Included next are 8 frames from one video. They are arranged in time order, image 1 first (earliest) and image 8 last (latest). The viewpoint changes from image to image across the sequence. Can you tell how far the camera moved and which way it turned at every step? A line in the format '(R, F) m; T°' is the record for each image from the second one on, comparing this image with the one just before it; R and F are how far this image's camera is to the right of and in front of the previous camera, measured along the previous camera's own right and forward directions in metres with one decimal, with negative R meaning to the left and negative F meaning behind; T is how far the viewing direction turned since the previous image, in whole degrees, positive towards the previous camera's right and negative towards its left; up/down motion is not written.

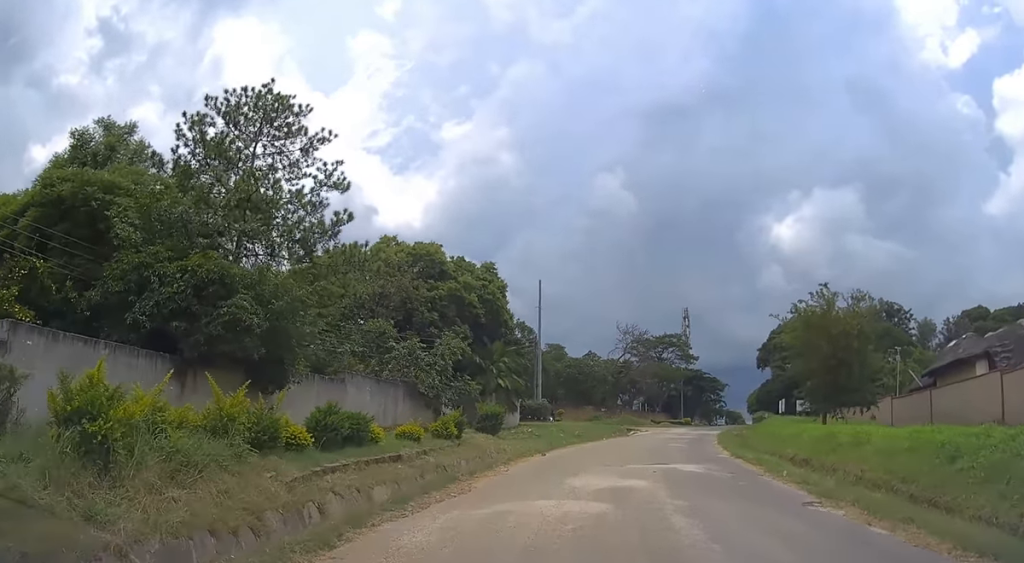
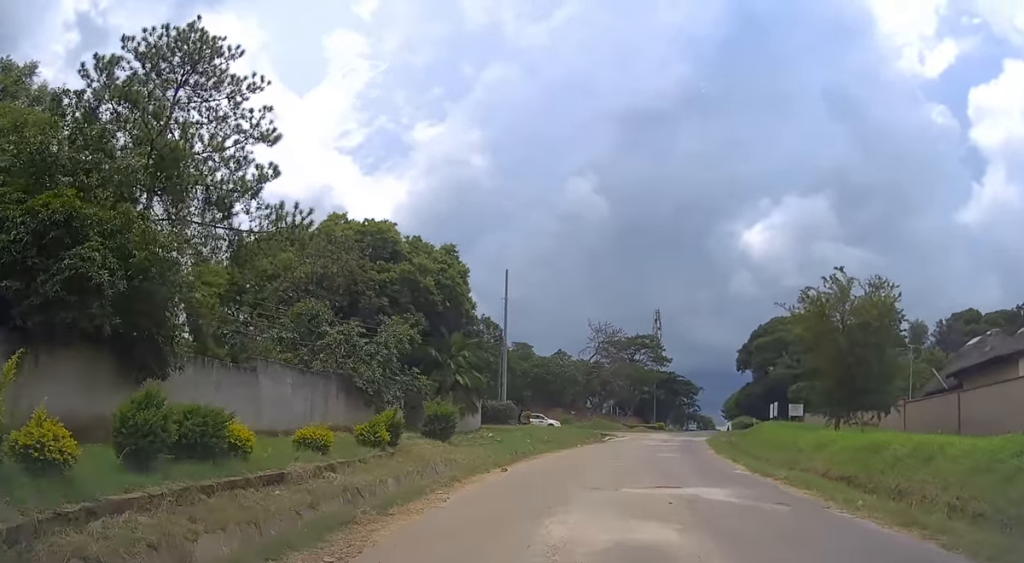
(0.0, +6.0) m; +1°
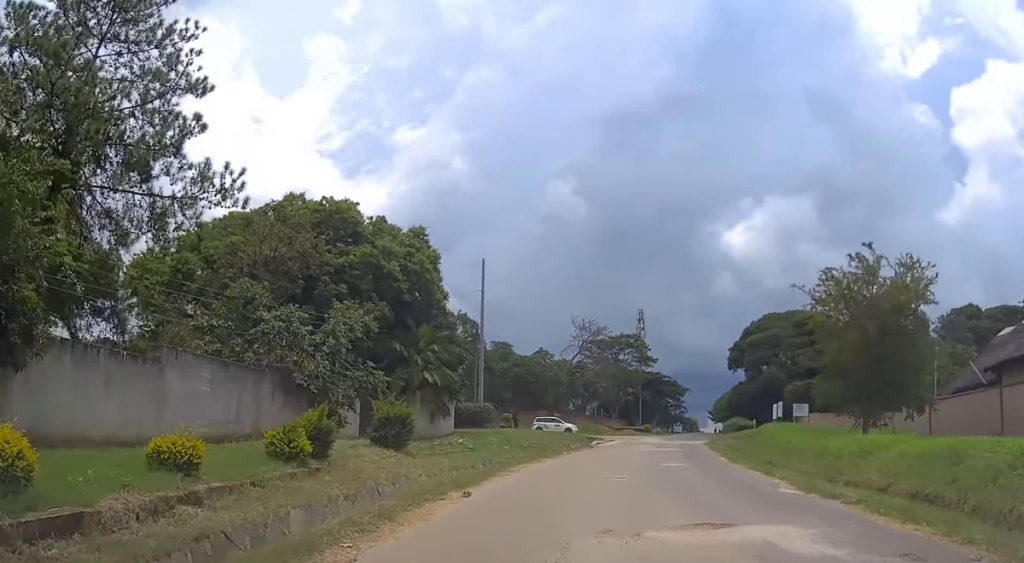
(+0.1, +5.1) m; +2°
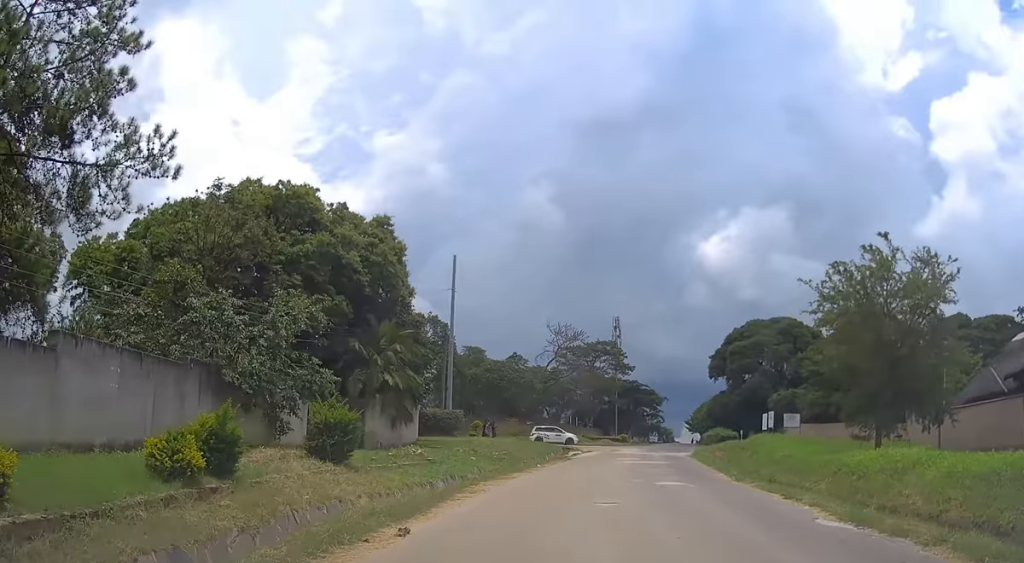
(+0.1, +3.5) m; +2°
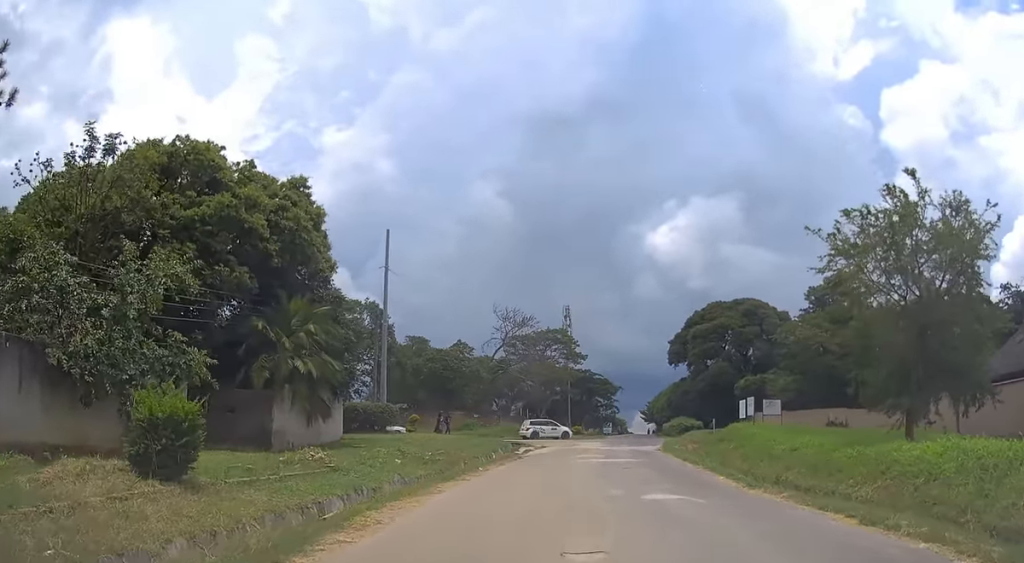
(+0.1, +5.6) m; +4°
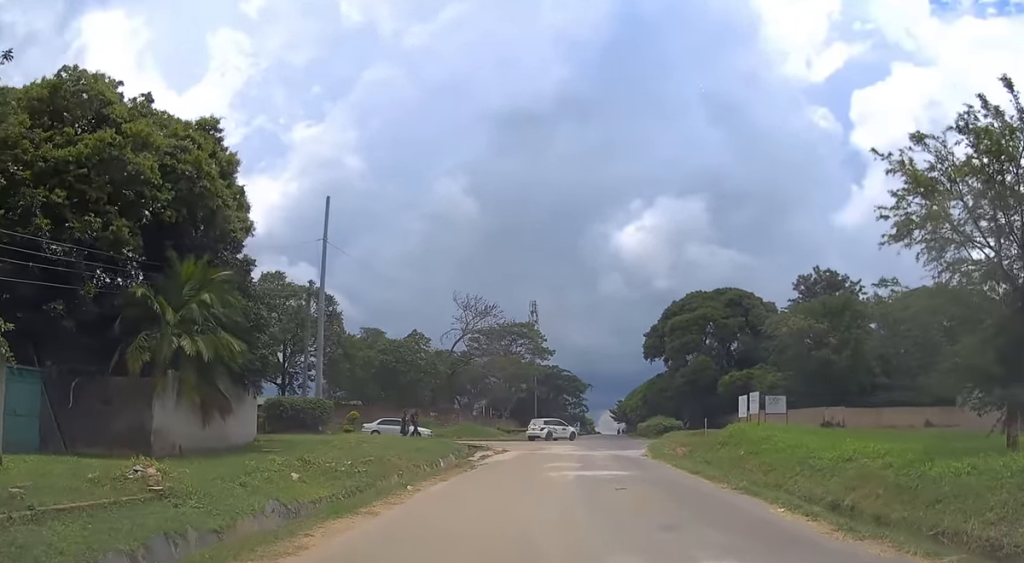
(+0.3, +6.5) m; +4°
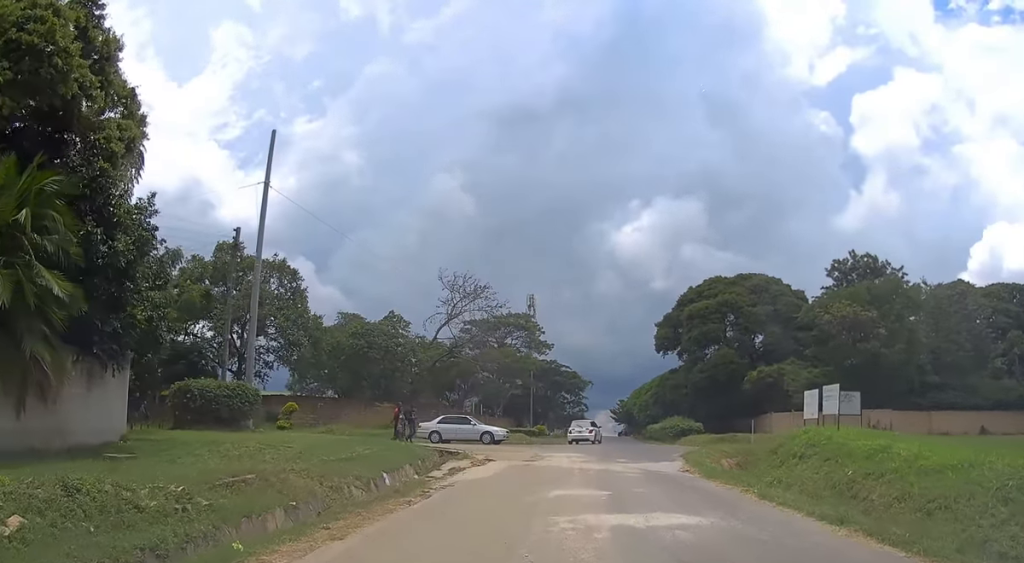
(+0.4, +9.1) m; +2°
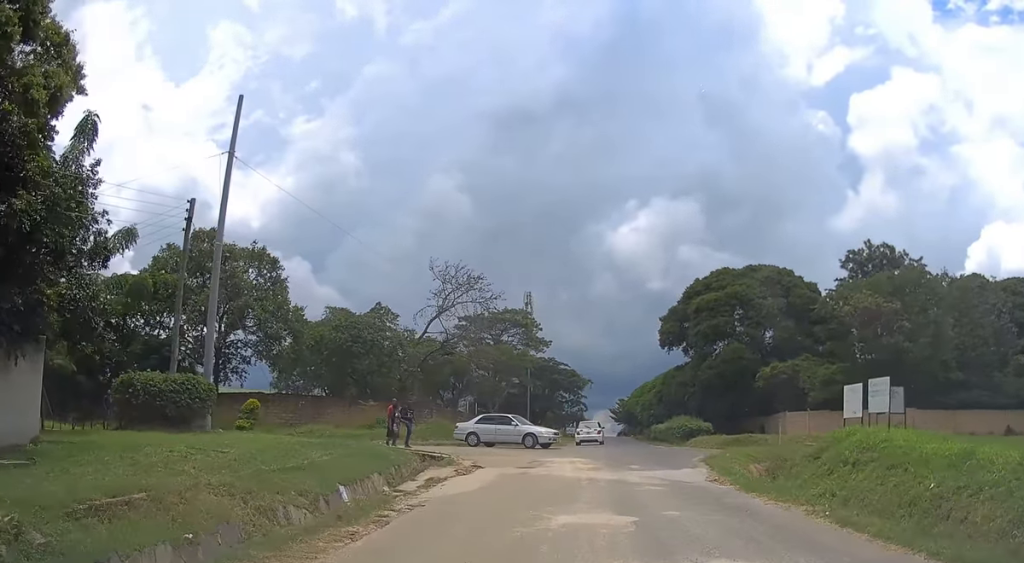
(-0.1, +3.6) m; -1°
